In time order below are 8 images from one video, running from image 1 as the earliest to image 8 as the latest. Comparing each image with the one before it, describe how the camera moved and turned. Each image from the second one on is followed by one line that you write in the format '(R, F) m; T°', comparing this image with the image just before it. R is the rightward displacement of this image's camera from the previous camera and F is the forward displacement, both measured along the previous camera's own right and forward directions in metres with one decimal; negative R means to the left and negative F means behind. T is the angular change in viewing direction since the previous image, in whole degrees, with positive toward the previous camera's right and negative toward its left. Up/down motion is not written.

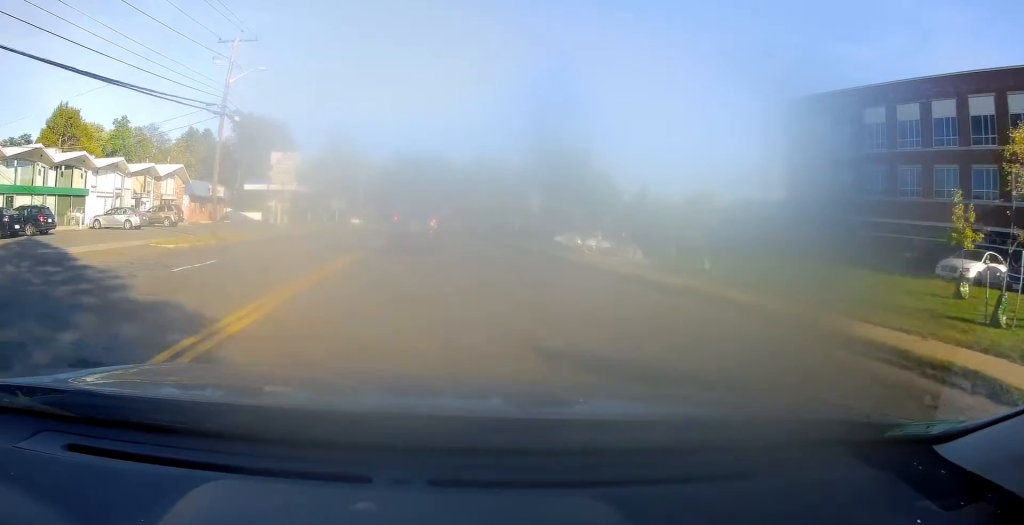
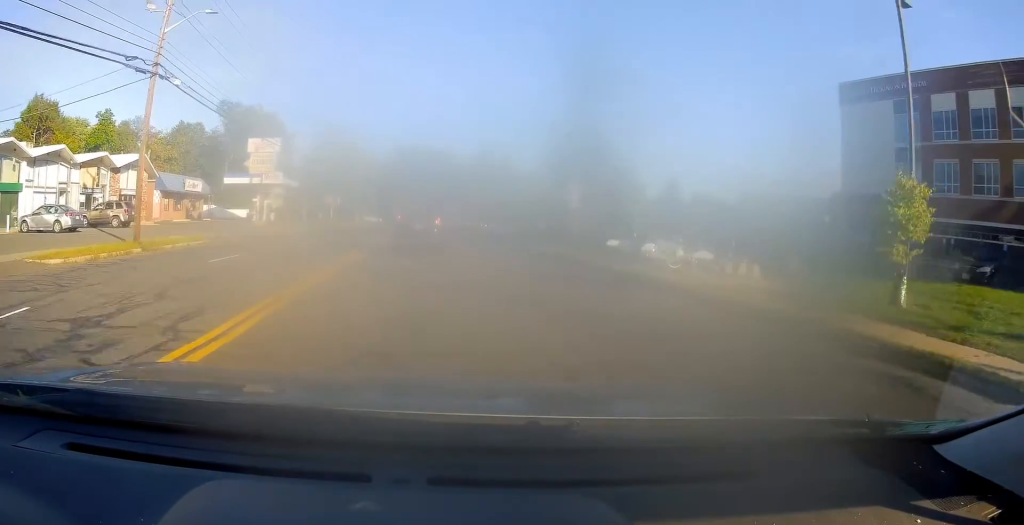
(0.0, +9.7) m; 0°
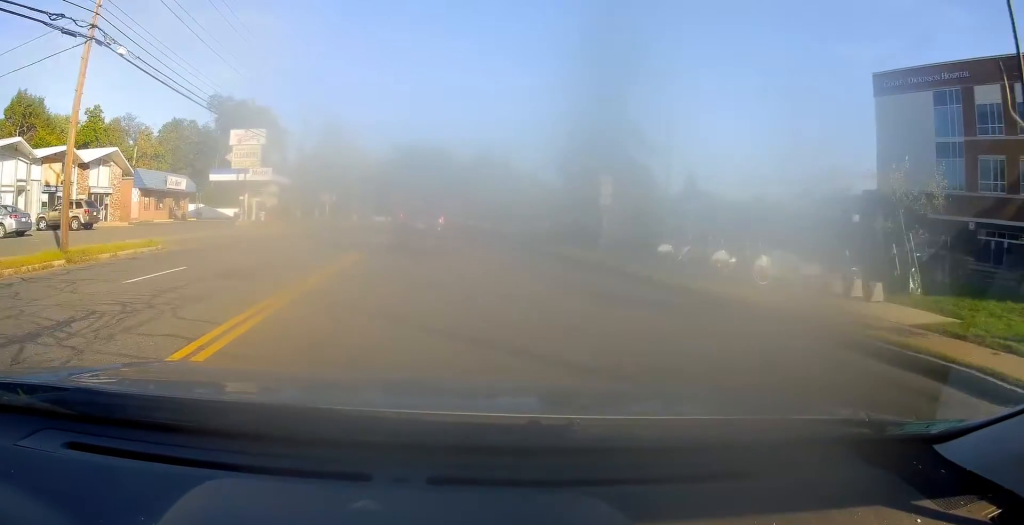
(0.0, +6.0) m; 0°
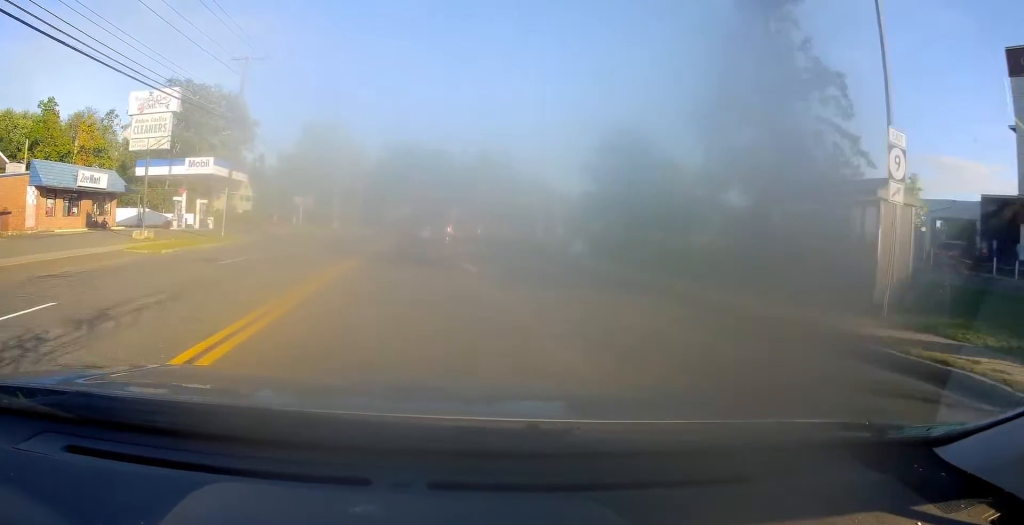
(+0.1, +18.3) m; +1°
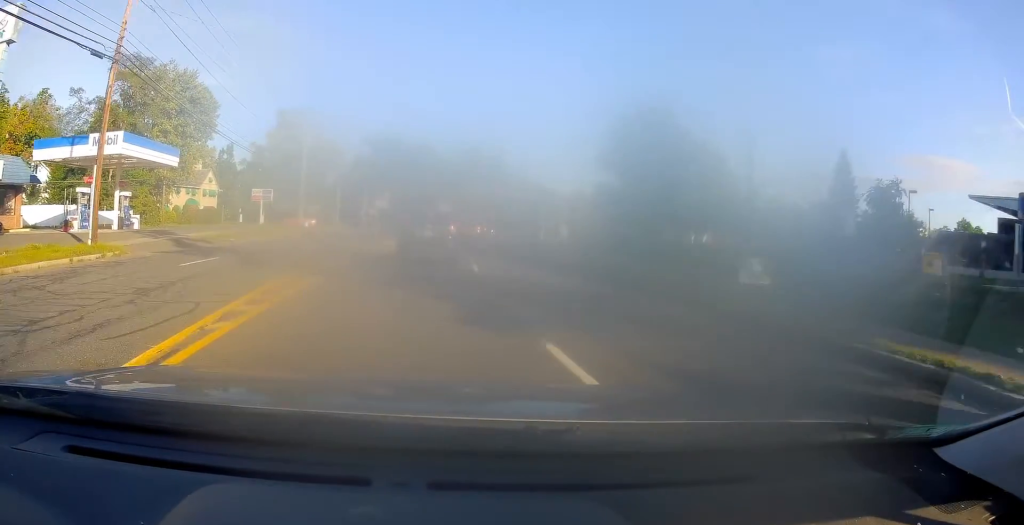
(+0.3, +15.2) m; +2°
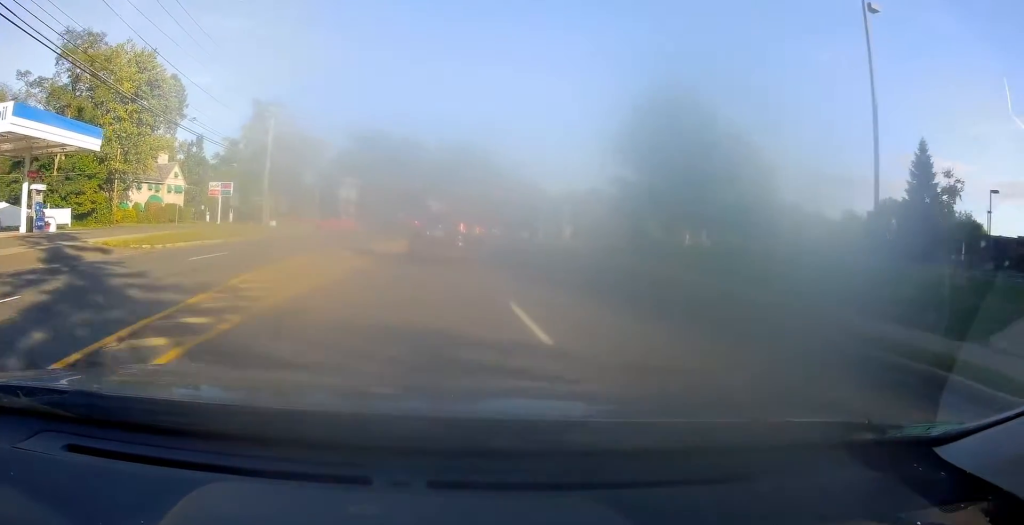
(+0.2, +10.8) m; -1°
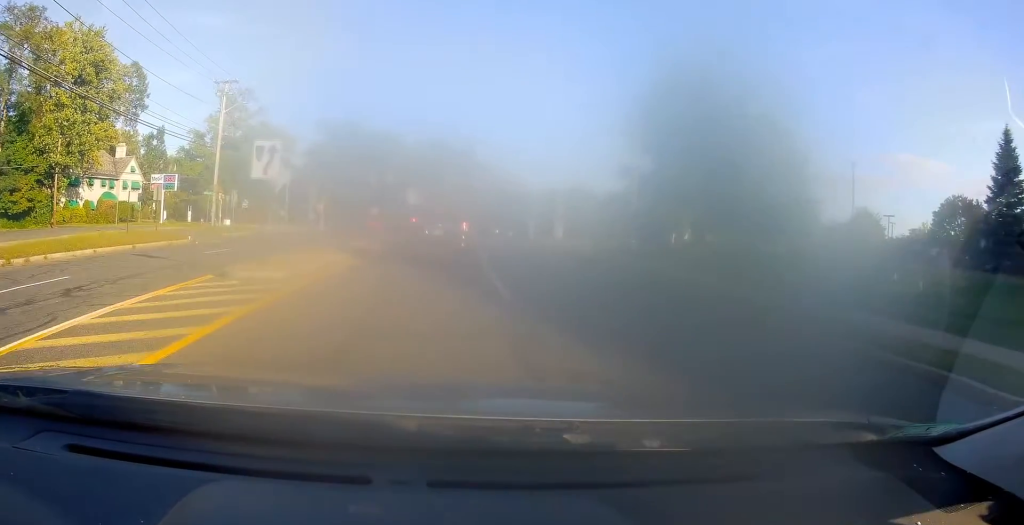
(-0.3, +9.3) m; -2°
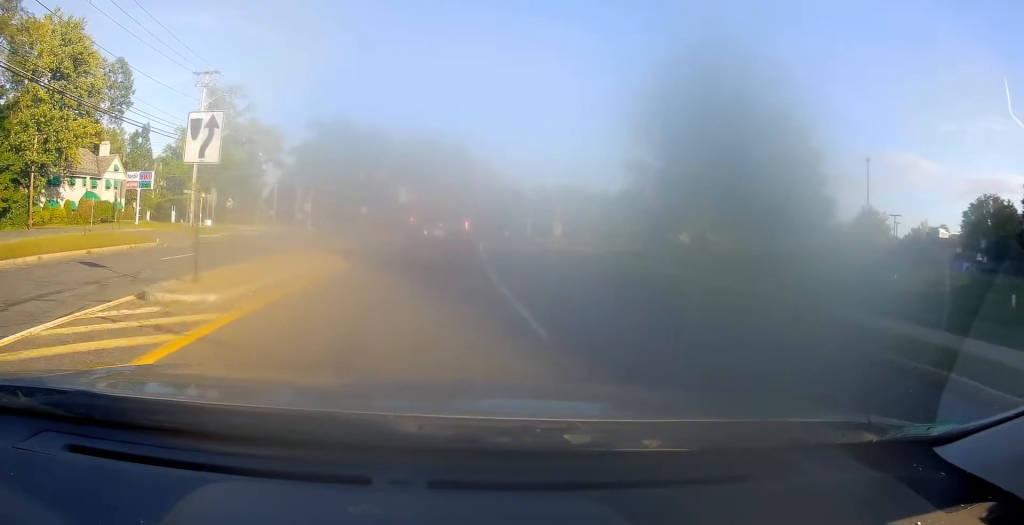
(0.0, +3.0) m; +2°
